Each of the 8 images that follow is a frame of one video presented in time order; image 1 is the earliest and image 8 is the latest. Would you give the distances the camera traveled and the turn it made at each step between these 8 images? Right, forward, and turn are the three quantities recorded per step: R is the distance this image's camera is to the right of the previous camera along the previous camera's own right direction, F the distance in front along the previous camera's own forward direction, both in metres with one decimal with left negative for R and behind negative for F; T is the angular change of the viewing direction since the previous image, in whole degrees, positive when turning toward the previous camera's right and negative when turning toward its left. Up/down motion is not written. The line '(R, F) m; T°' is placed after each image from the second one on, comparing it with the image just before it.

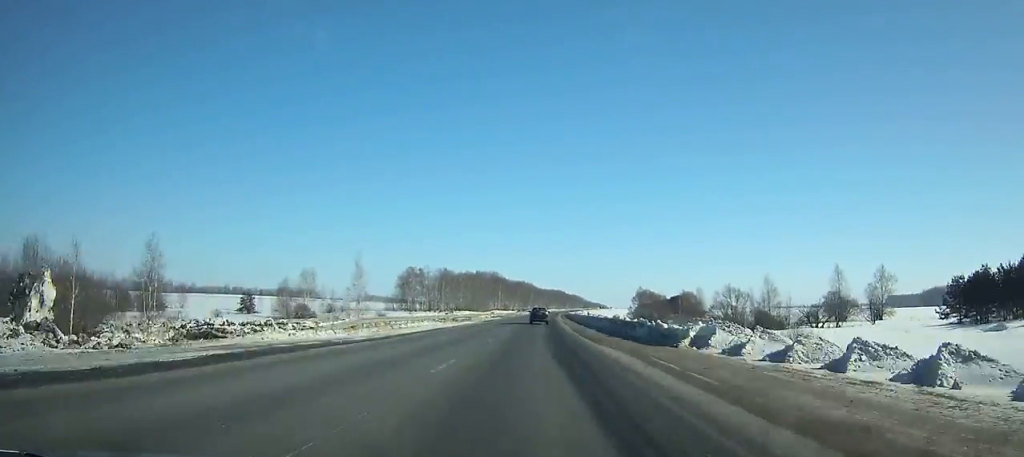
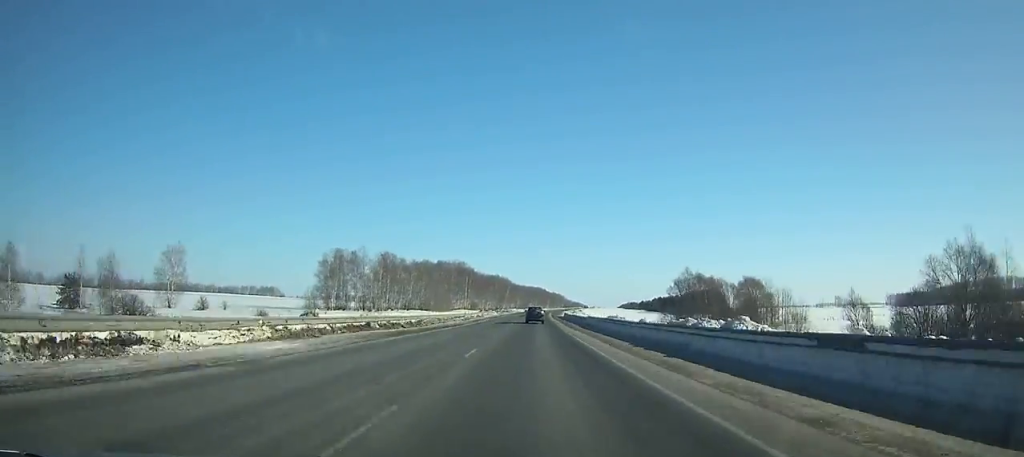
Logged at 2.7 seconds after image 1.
(+1.2, +77.7) m; +2°
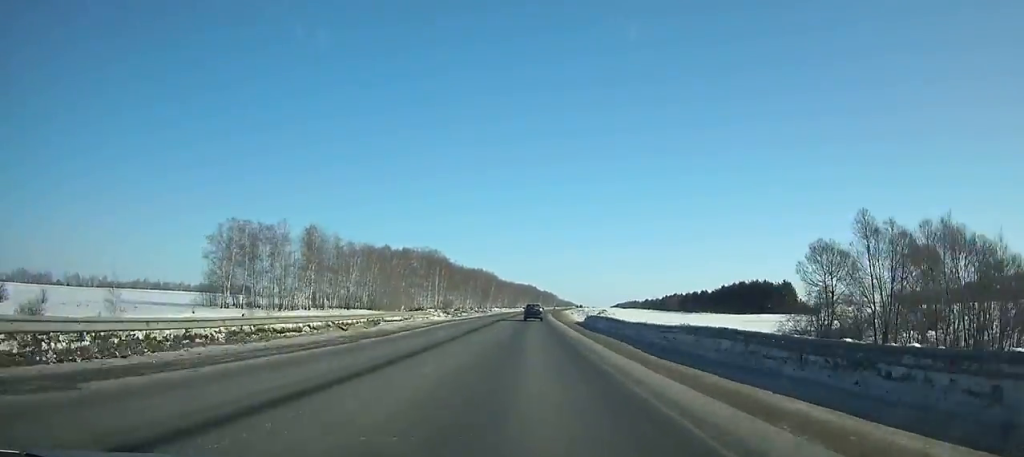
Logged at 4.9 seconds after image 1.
(+0.8, +63.0) m; +1°
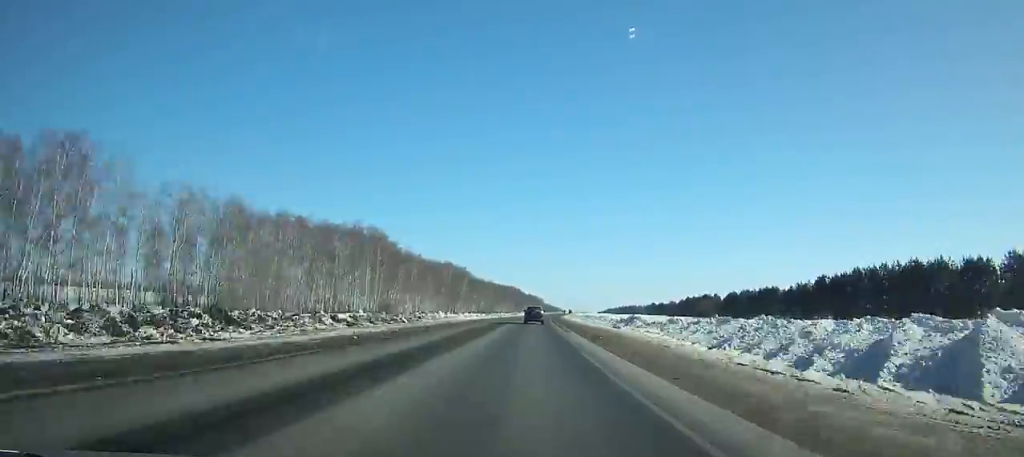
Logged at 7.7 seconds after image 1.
(+0.9, +79.3) m; +1°
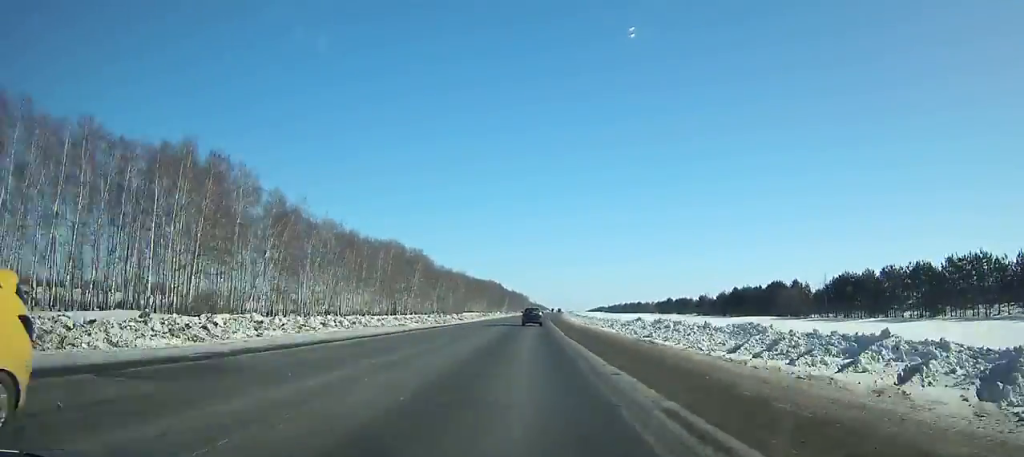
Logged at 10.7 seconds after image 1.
(+1.1, +83.5) m; +2°
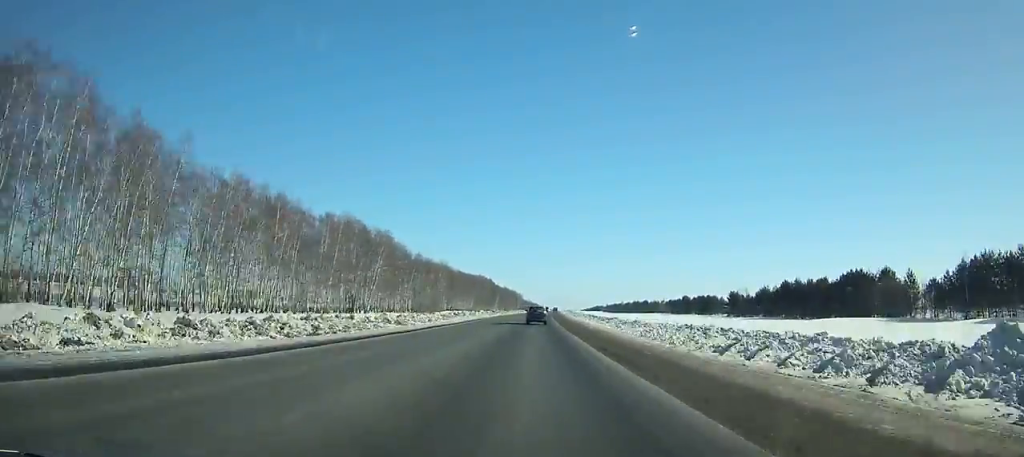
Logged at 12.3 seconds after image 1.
(+0.4, +44.0) m; +1°
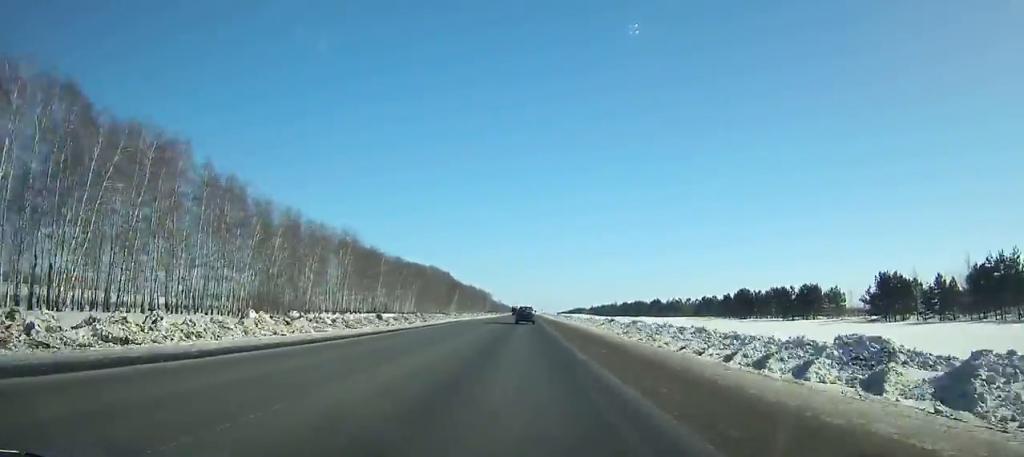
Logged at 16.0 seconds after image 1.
(+1.8, +100.8) m; +2°
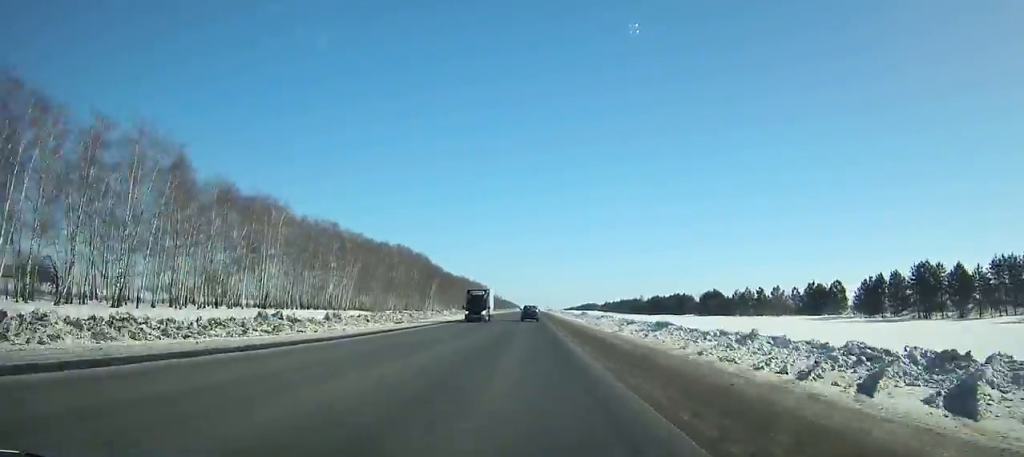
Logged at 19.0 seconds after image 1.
(+0.3, +81.4) m; 0°
